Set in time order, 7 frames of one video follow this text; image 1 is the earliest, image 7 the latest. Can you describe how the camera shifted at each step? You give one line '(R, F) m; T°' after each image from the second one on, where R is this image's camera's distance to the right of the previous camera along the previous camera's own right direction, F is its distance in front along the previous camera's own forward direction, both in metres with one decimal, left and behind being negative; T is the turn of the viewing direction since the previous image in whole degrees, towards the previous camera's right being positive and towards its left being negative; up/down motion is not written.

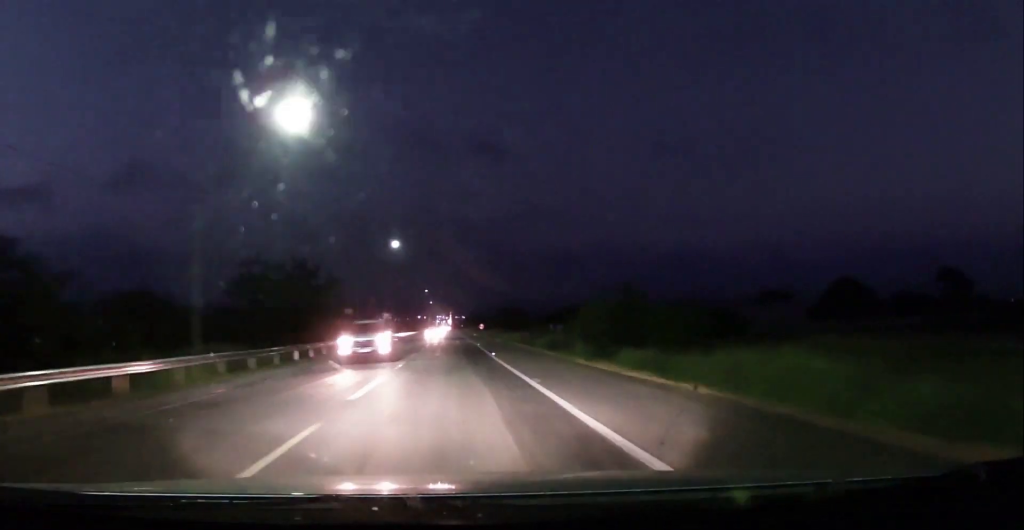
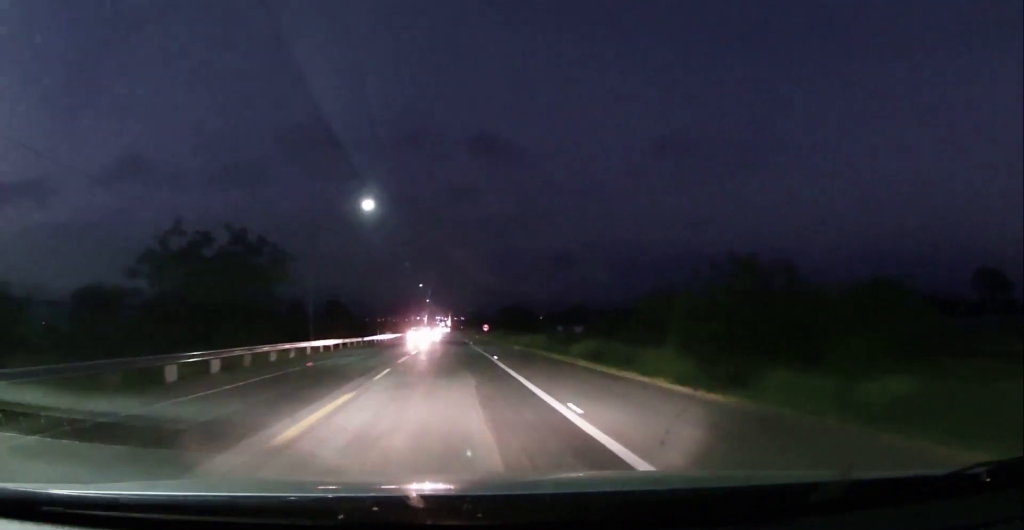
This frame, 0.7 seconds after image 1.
(0.0, +20.4) m; 0°
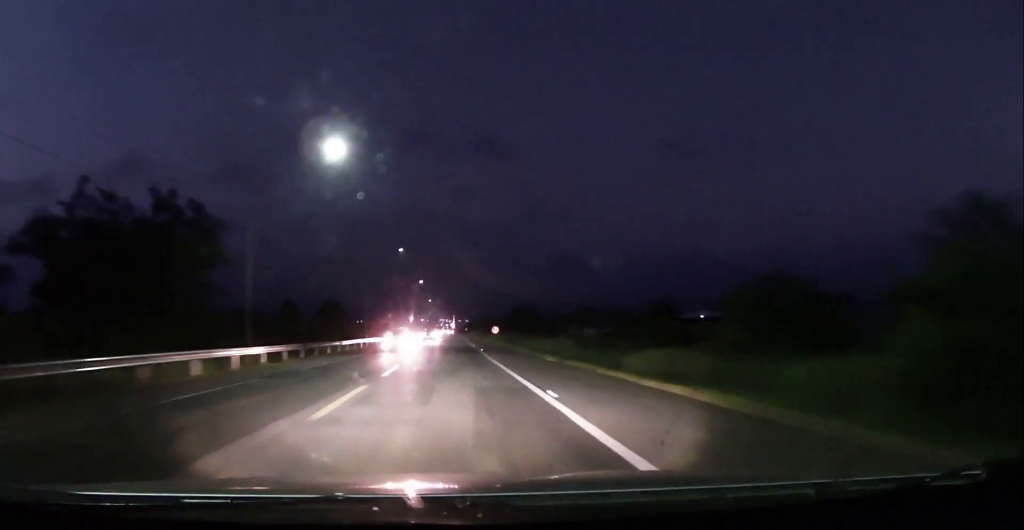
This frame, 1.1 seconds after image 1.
(0.0, +14.3) m; 0°
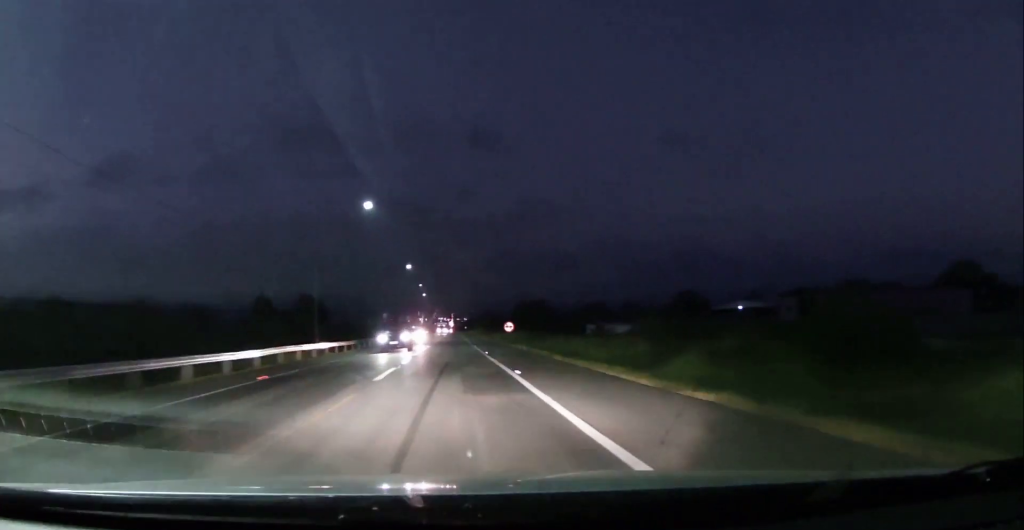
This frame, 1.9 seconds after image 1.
(0.0, +24.5) m; 0°
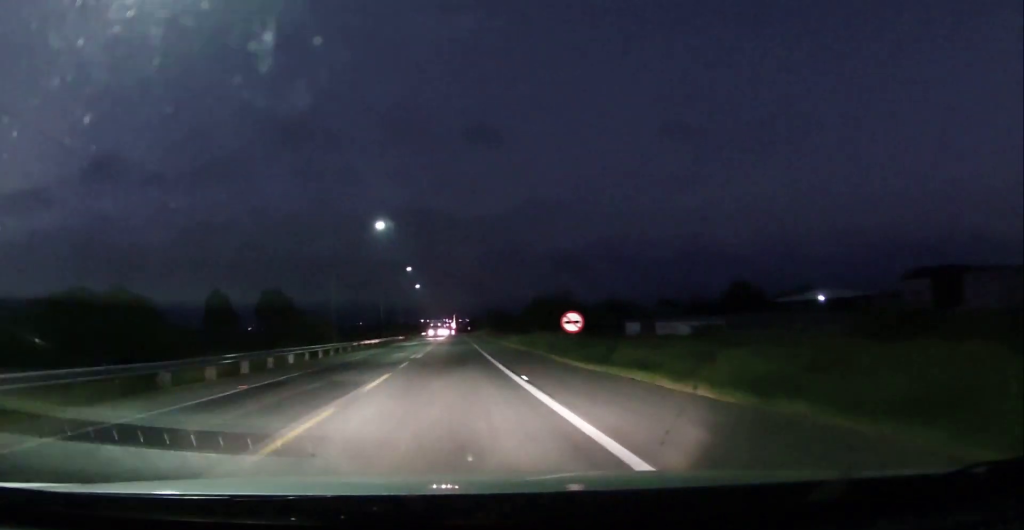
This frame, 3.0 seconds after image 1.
(0.0, +33.7) m; 0°
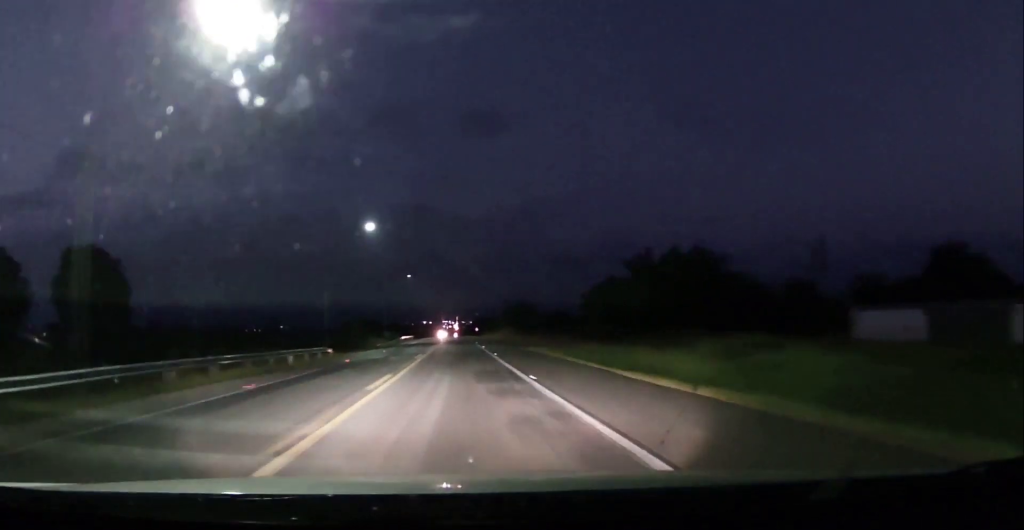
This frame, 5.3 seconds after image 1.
(+0.5, +71.3) m; 0°
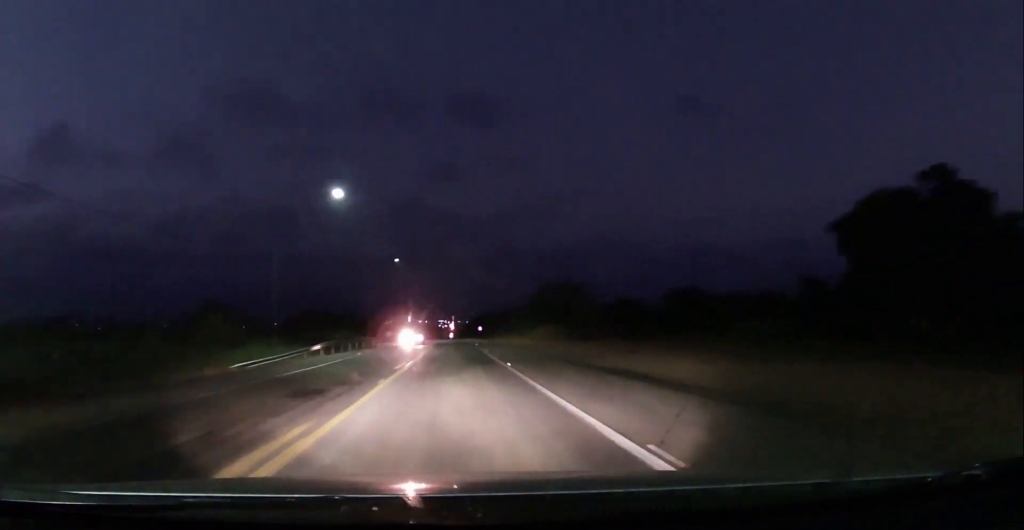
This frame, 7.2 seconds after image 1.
(-0.1, +58.2) m; +1°
